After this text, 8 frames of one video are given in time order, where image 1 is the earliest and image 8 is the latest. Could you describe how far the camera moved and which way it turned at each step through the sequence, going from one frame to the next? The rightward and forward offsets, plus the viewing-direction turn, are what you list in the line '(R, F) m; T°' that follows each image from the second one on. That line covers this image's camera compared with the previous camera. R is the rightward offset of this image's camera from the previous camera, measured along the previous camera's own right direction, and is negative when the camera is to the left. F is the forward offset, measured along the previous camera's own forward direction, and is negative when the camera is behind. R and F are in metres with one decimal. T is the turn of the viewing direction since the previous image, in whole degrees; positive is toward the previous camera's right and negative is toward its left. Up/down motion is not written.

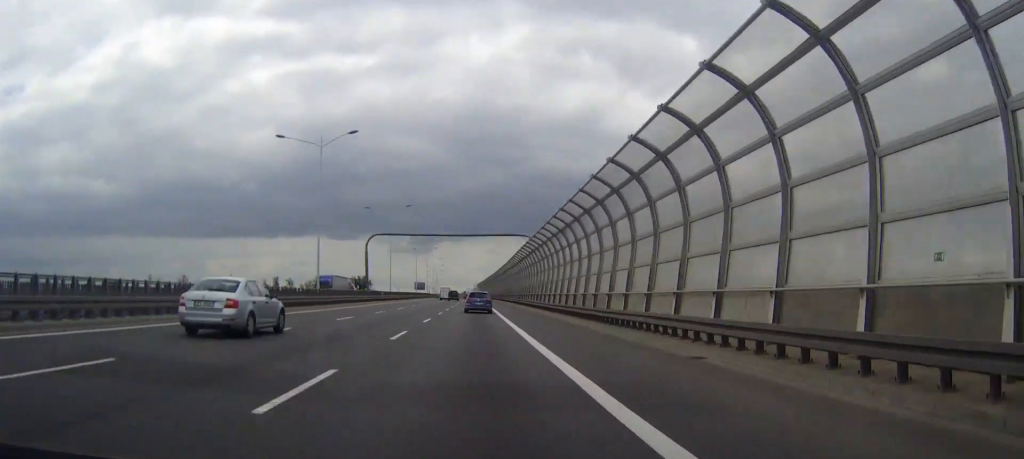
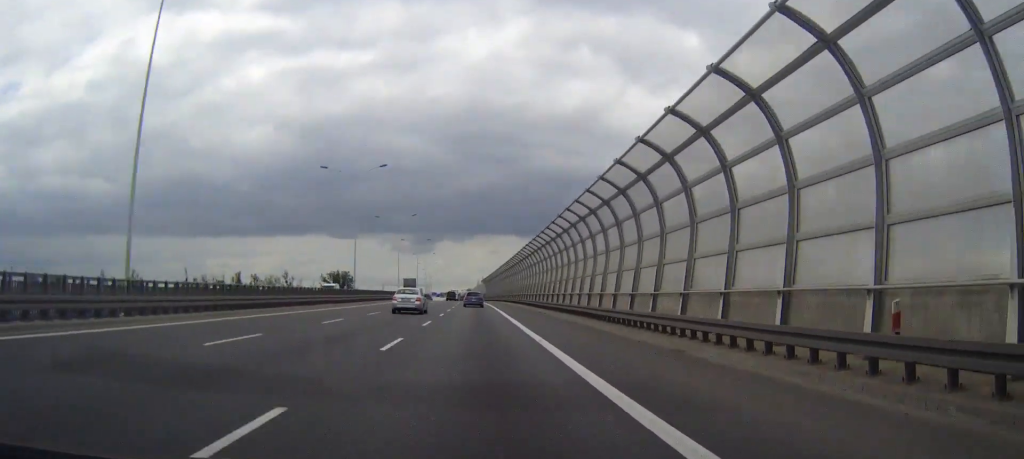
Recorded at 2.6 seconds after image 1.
(-0.2, +75.0) m; 0°
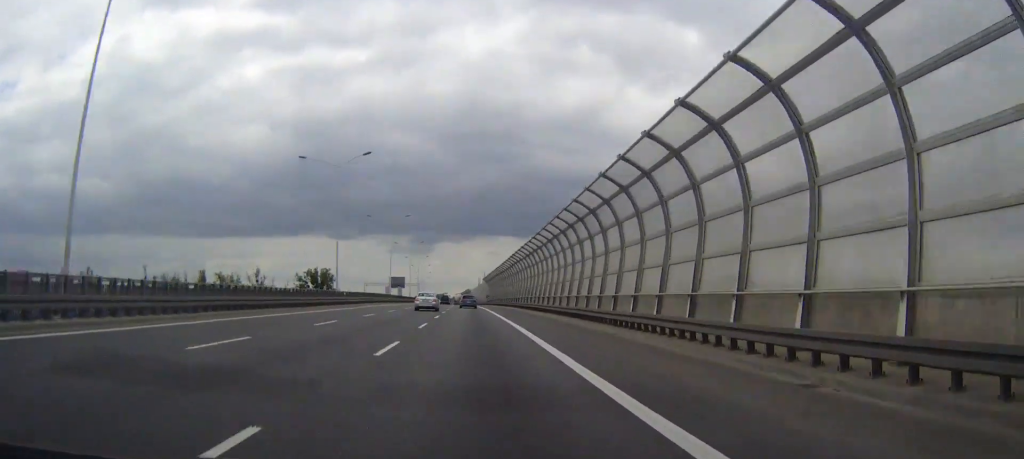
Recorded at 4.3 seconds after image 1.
(0.0, +49.0) m; 0°
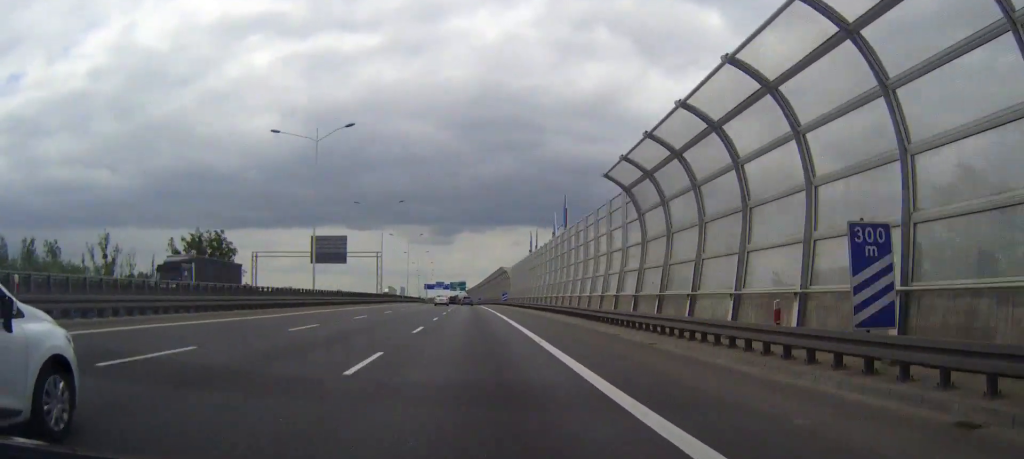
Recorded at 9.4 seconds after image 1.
(-2.5, +147.7) m; -2°
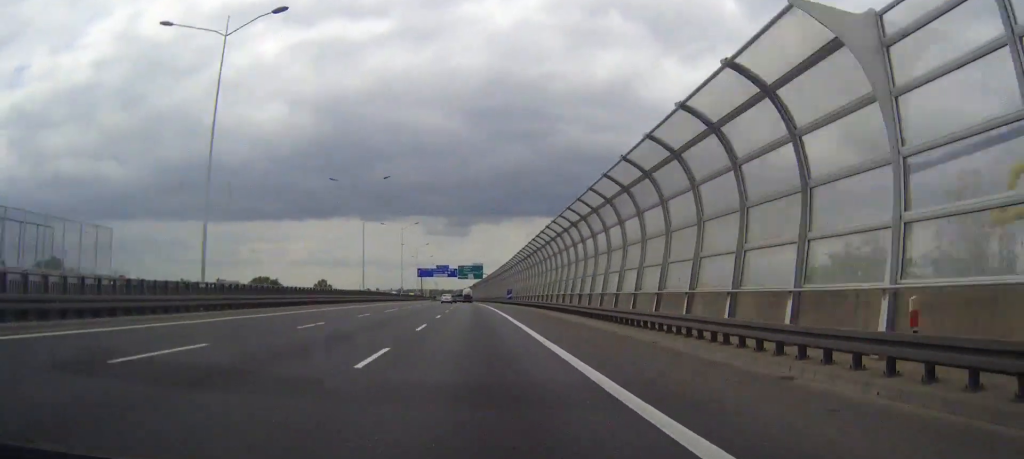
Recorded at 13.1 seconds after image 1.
(-1.2, +107.2) m; -1°
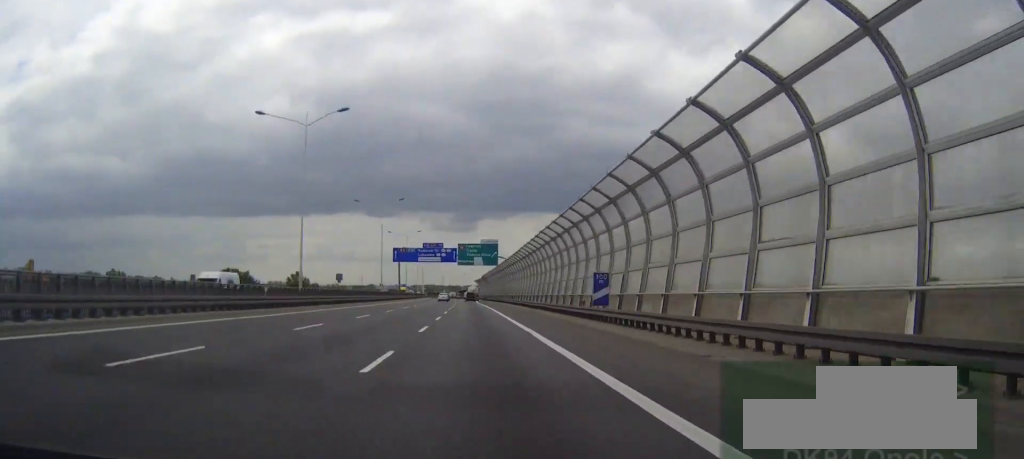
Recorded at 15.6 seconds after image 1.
(-0.4, +72.4) m; -1°
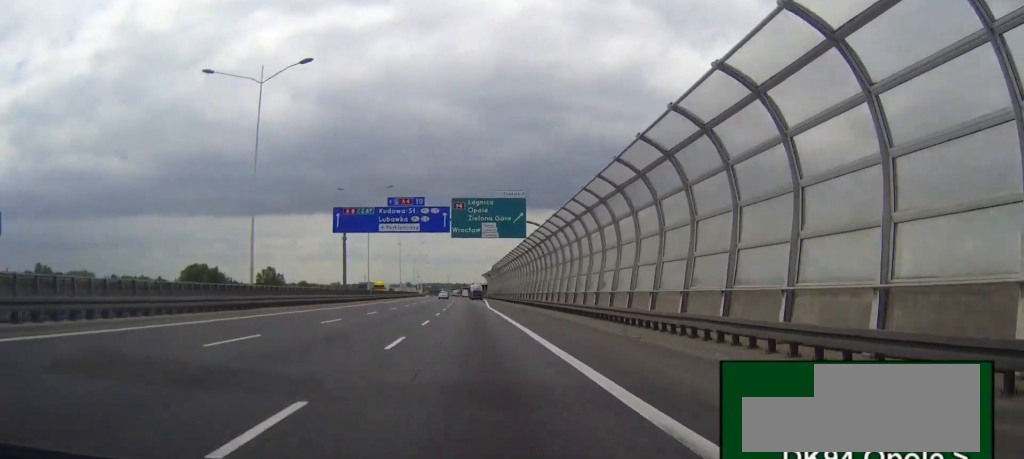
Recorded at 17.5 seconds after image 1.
(-0.4, +55.0) m; -1°
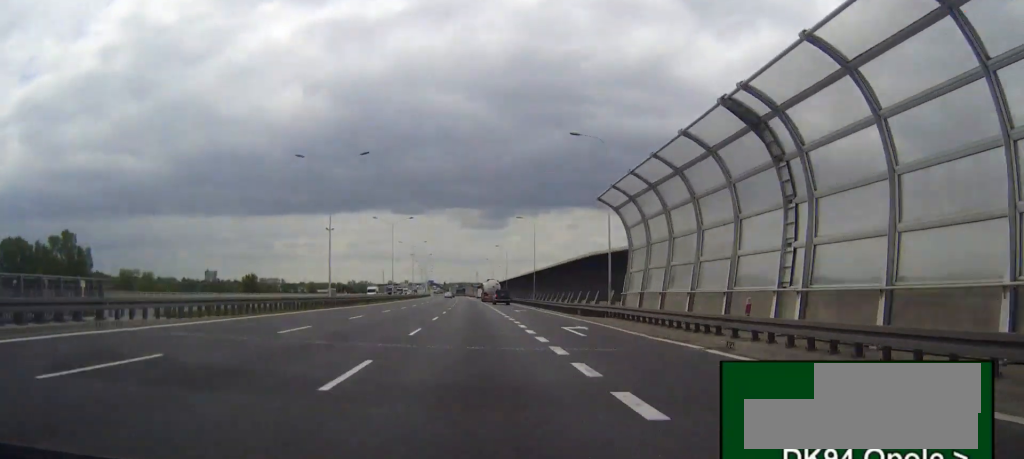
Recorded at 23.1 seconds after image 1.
(-3.0, +162.0) m; -2°
